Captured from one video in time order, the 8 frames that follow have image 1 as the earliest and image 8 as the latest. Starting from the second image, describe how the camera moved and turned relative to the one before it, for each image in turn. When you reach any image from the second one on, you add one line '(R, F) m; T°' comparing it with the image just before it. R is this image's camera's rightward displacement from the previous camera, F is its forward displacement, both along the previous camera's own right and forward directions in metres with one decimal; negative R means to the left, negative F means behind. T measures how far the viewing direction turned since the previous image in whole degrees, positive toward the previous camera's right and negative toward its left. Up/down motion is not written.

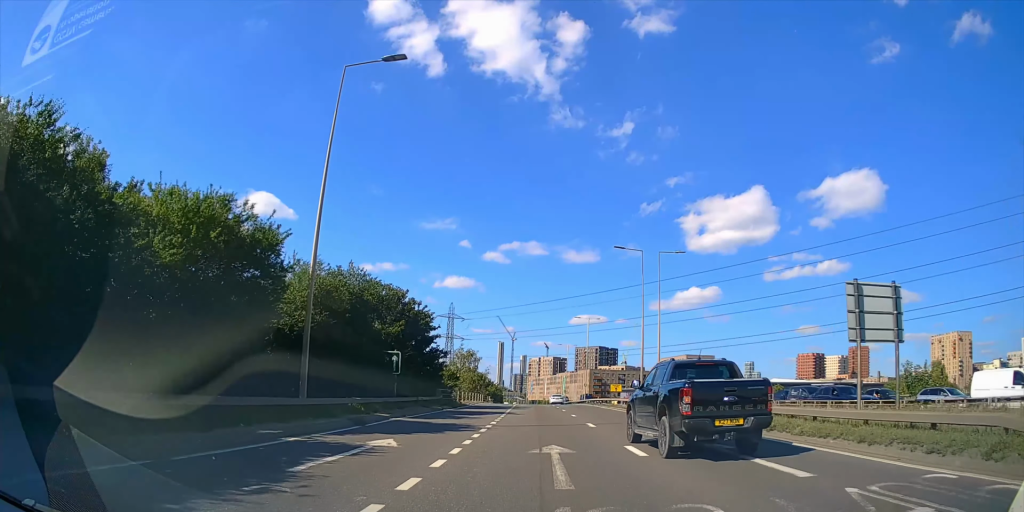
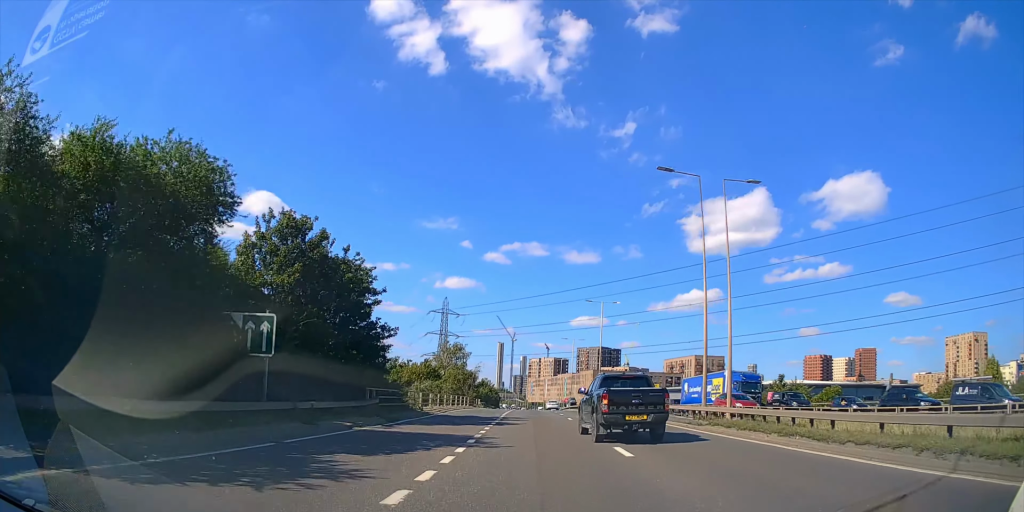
(0.0, +17.5) m; 0°
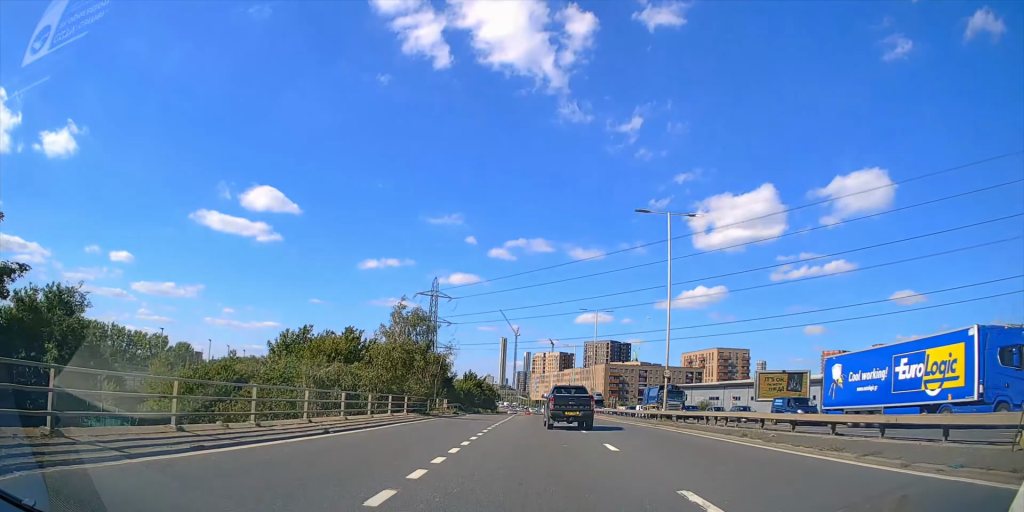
(0.0, +30.9) m; 0°
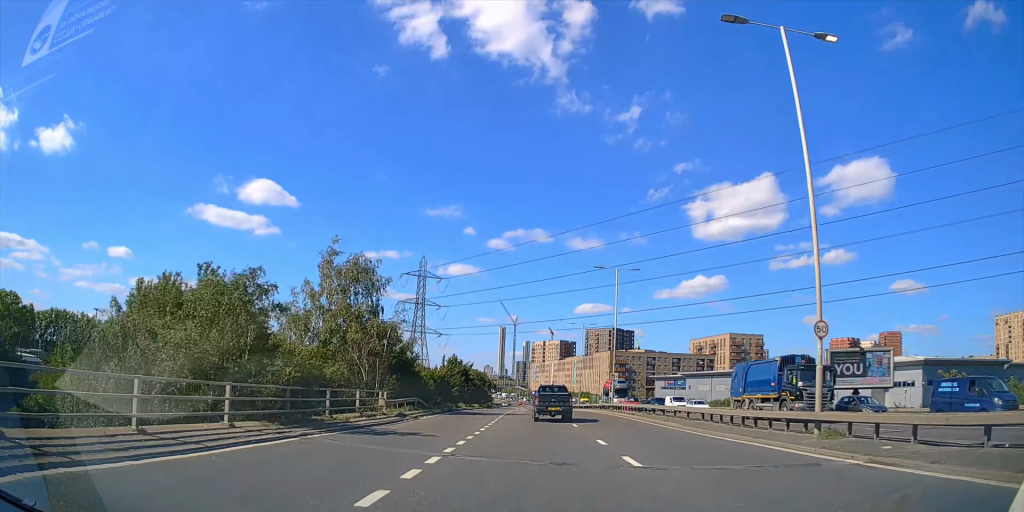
(0.0, +20.3) m; 0°
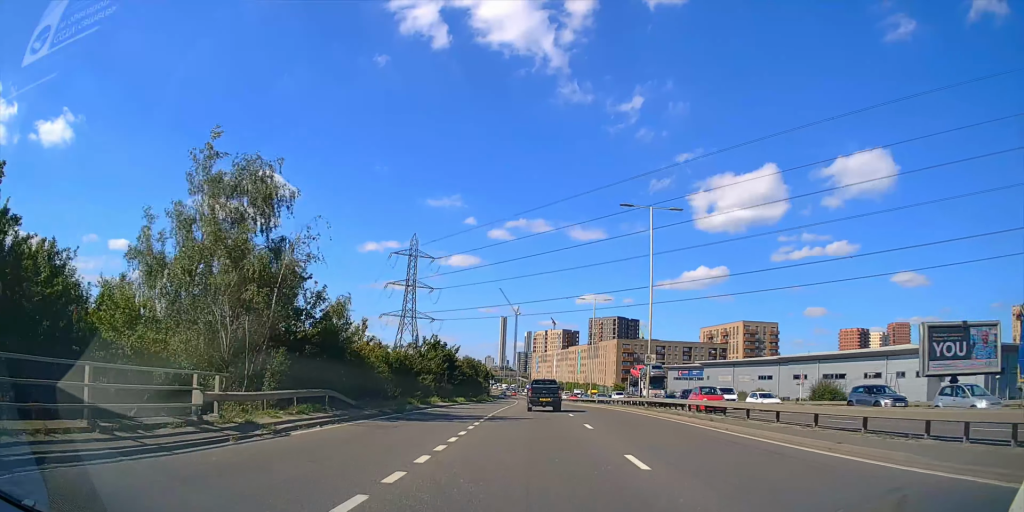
(0.0, +14.1) m; 0°
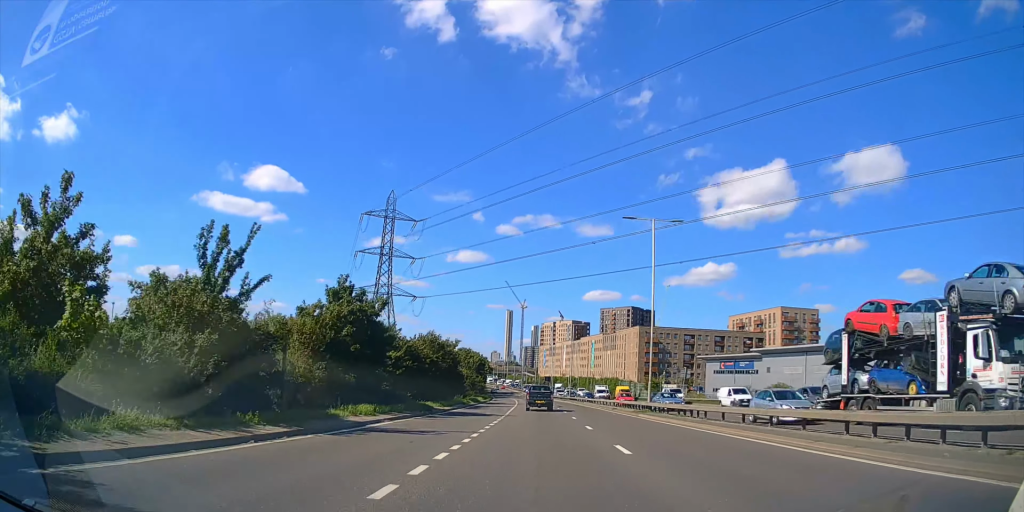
(0.0, +32.5) m; 0°
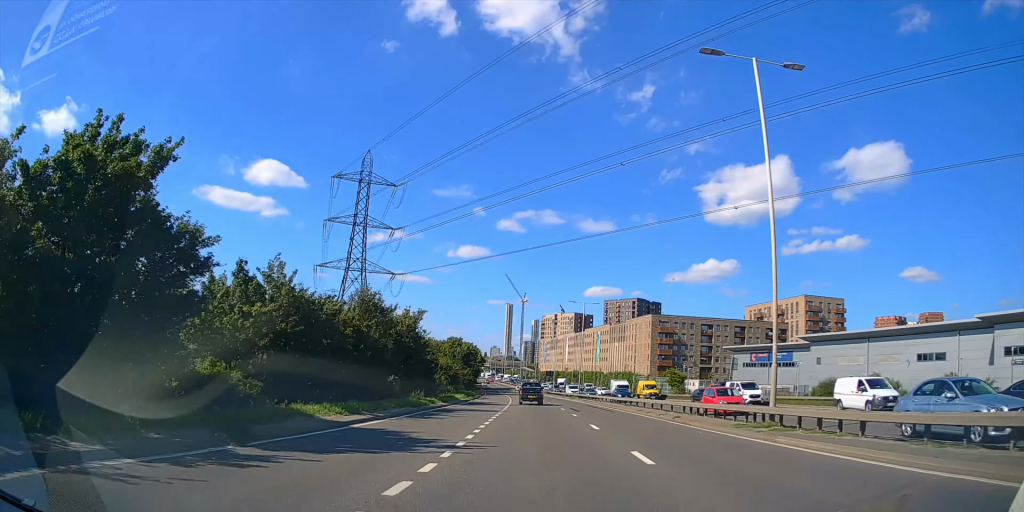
(-0.1, +21.2) m; 0°
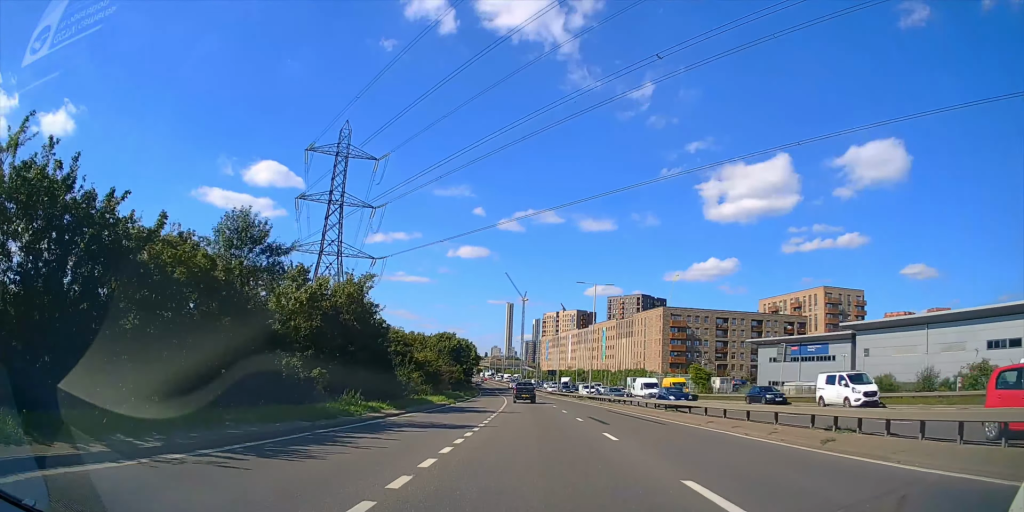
(0.0, +13.5) m; 0°
